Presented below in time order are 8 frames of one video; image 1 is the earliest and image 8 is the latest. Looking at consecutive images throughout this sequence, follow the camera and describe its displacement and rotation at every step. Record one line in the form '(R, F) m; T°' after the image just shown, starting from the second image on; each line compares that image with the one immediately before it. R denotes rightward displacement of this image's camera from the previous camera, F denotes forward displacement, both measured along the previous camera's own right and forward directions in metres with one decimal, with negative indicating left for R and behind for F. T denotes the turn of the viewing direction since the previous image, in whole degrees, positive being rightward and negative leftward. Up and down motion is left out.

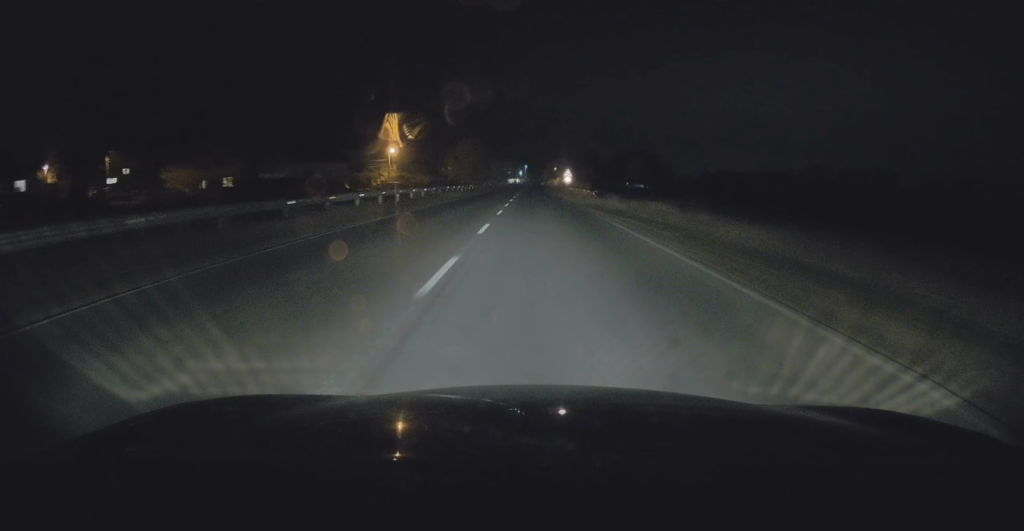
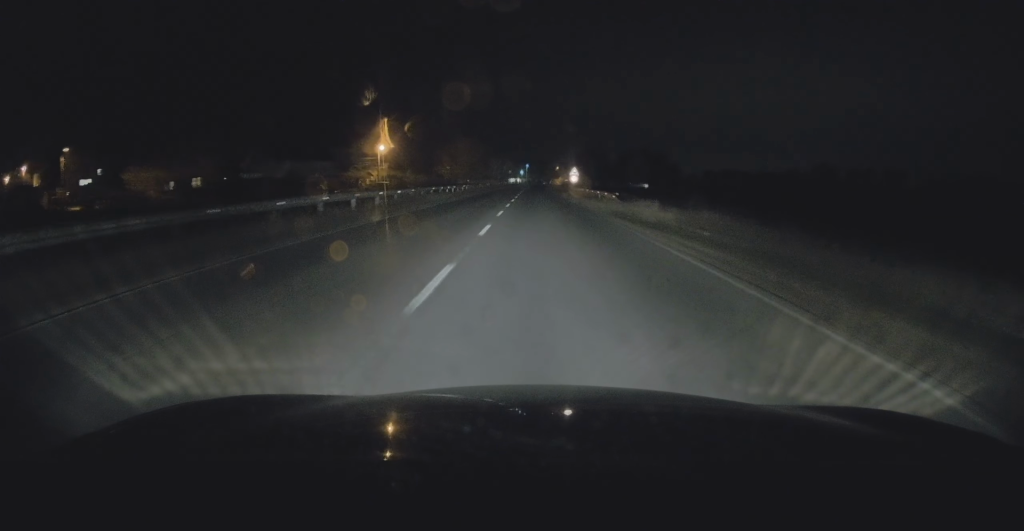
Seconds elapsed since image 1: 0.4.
(0.0, +8.7) m; 0°
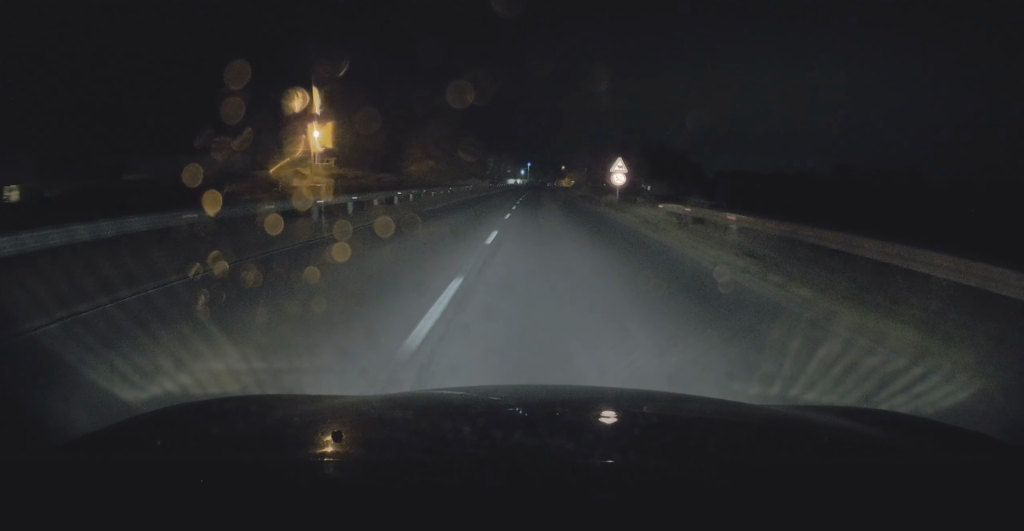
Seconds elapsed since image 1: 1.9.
(-0.5, +32.2) m; -1°
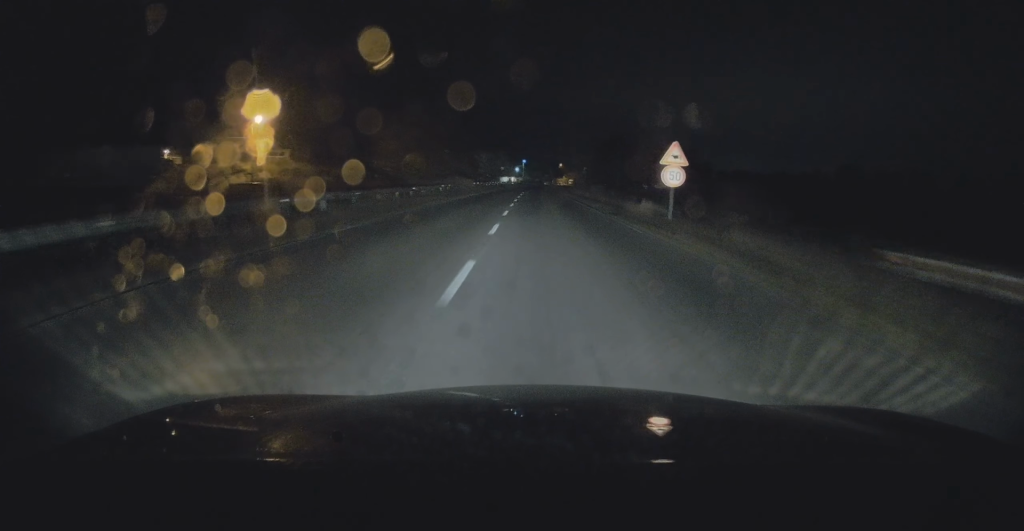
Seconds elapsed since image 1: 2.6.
(0.0, +14.3) m; 0°
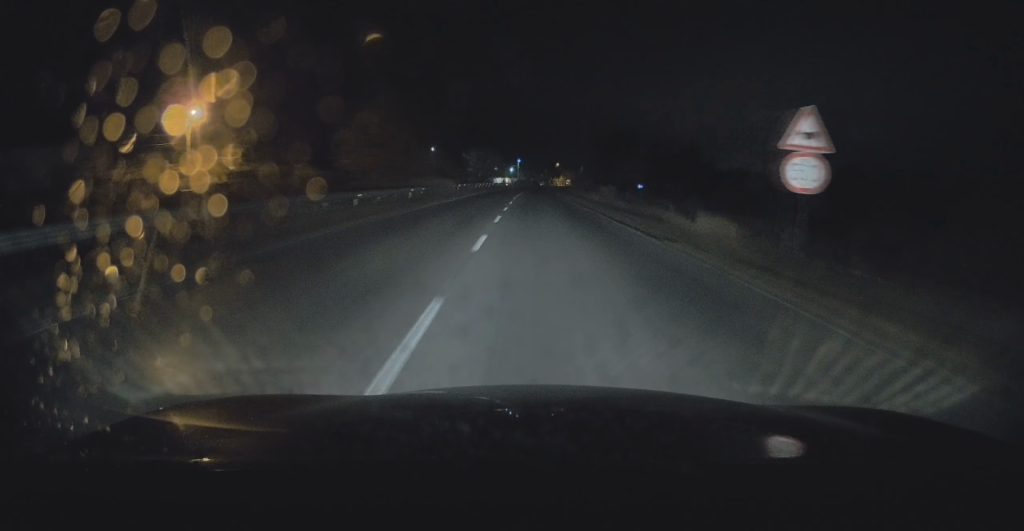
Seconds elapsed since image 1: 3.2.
(+0.2, +10.7) m; 0°
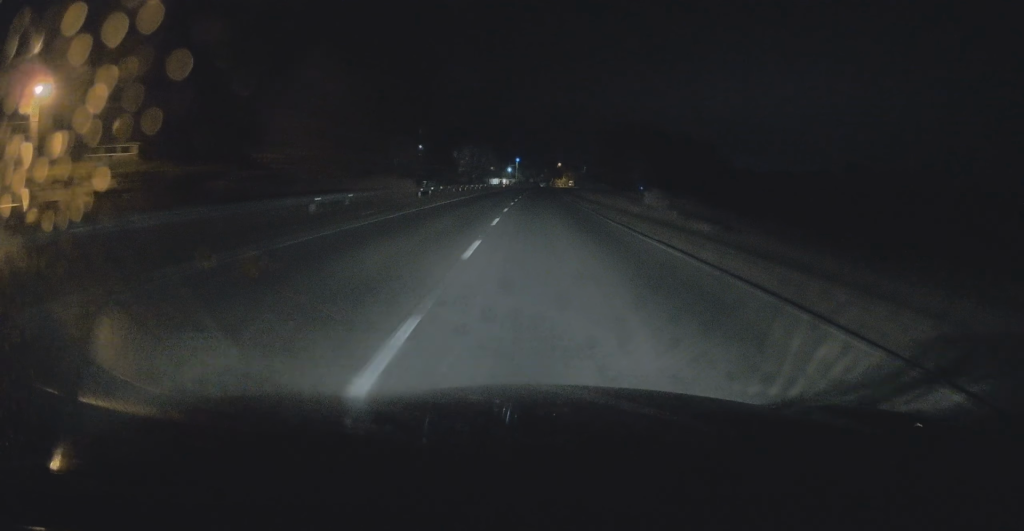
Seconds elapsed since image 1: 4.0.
(0.0, +16.5) m; 0°
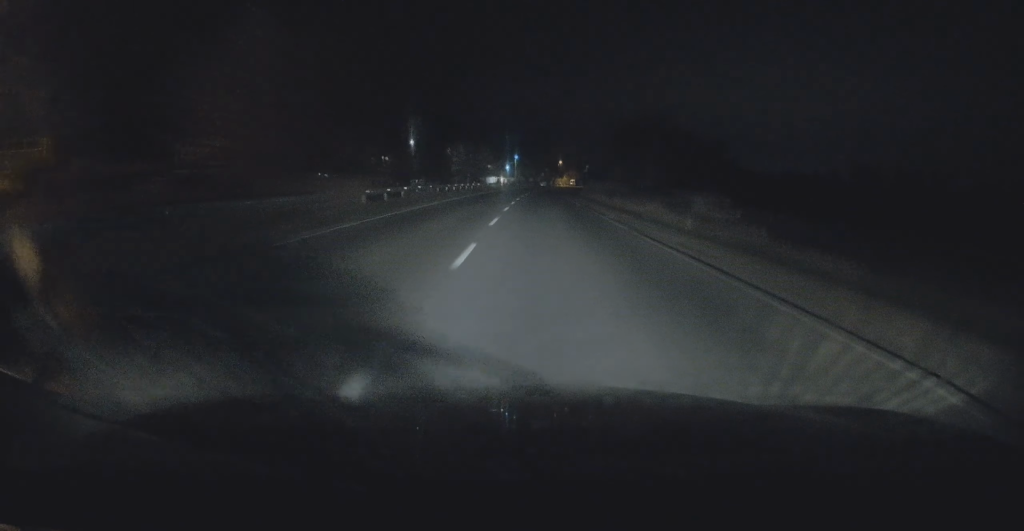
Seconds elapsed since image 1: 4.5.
(-0.1, +9.1) m; 0°
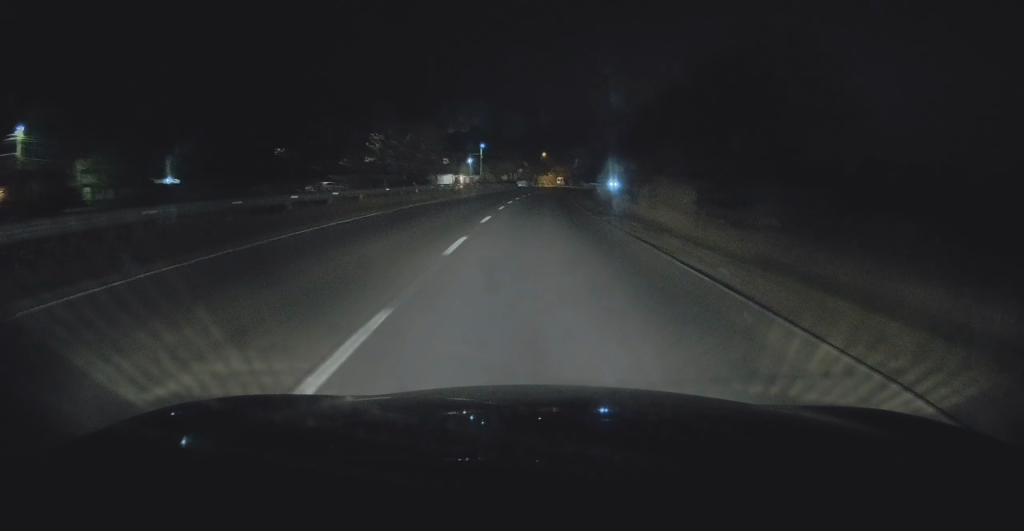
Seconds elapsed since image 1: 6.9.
(+1.0, +45.6) m; +2°
